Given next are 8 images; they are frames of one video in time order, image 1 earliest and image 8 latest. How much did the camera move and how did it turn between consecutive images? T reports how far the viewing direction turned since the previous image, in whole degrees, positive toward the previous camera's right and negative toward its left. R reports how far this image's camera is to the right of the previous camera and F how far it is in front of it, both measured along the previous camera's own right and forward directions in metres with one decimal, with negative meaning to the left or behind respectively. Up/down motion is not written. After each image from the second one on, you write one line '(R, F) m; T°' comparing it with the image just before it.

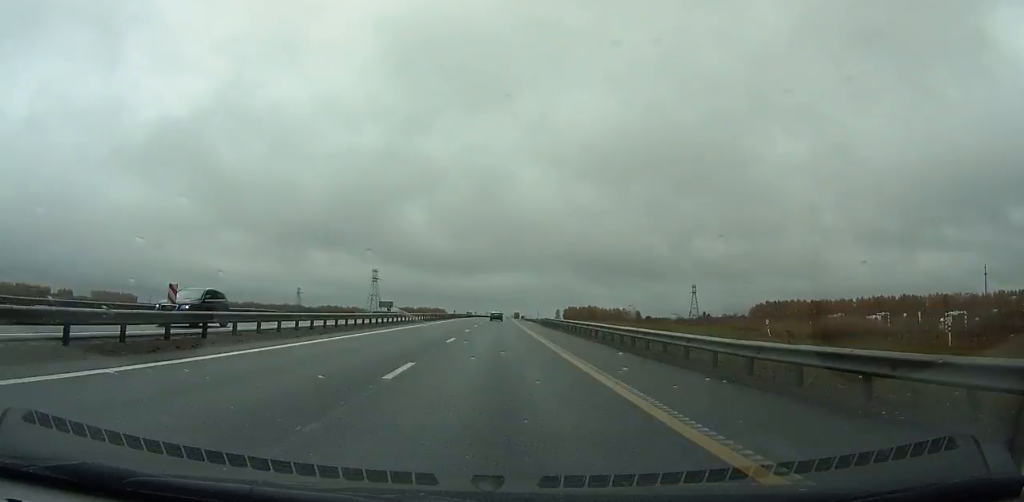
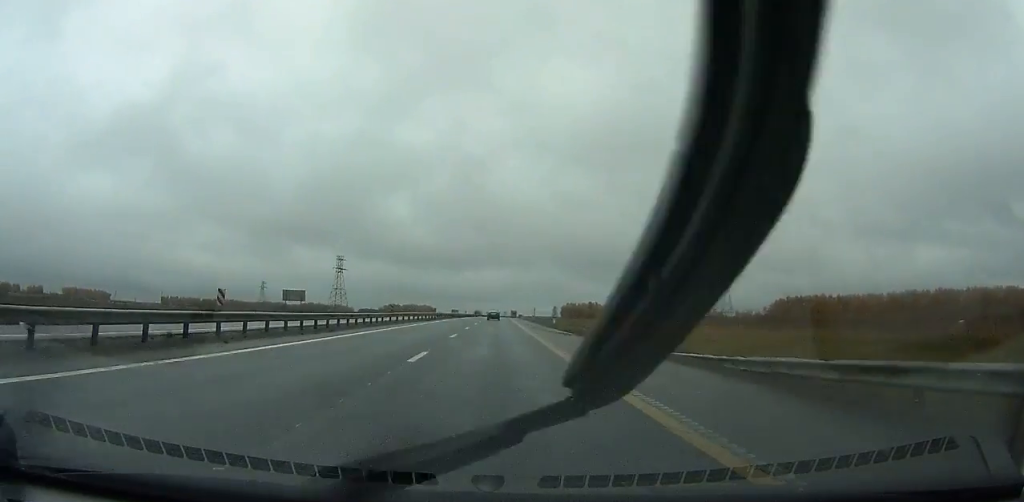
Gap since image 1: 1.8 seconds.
(+0.3, +54.8) m; +1°
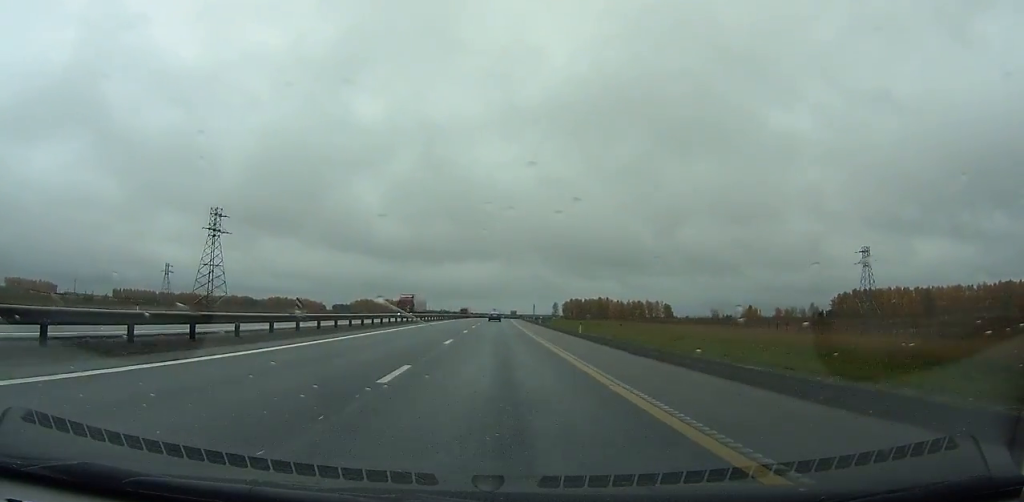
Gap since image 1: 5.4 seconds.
(+1.0, +107.3) m; +1°
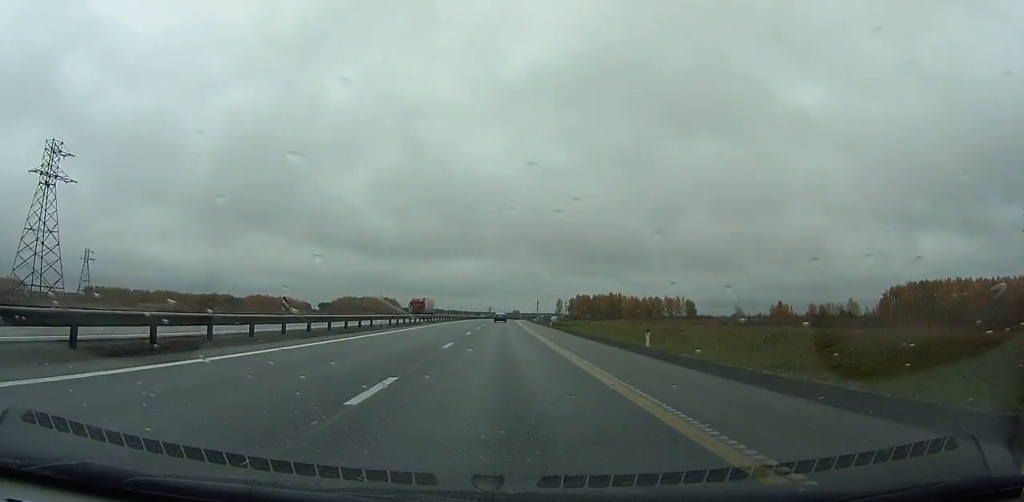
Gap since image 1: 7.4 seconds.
(+0.4, +59.1) m; +1°
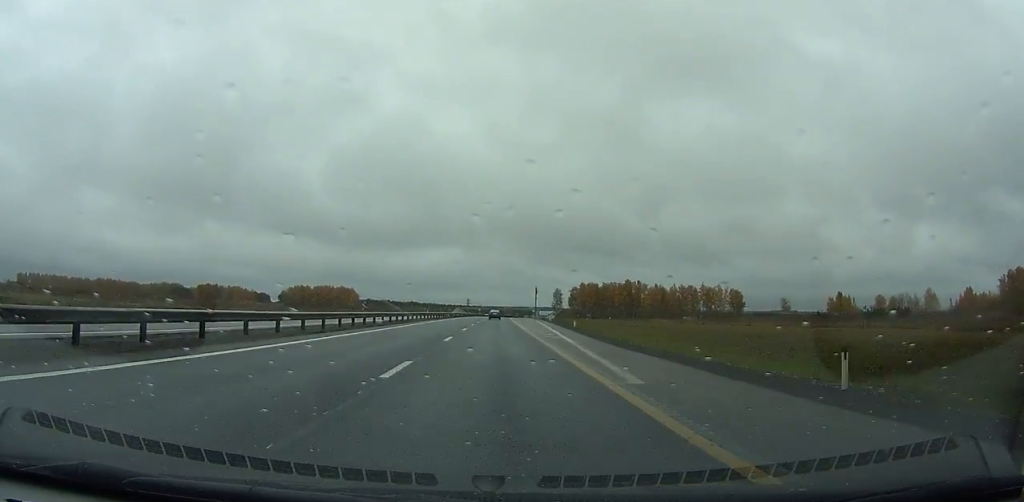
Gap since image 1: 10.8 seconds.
(+1.1, +103.6) m; +1°
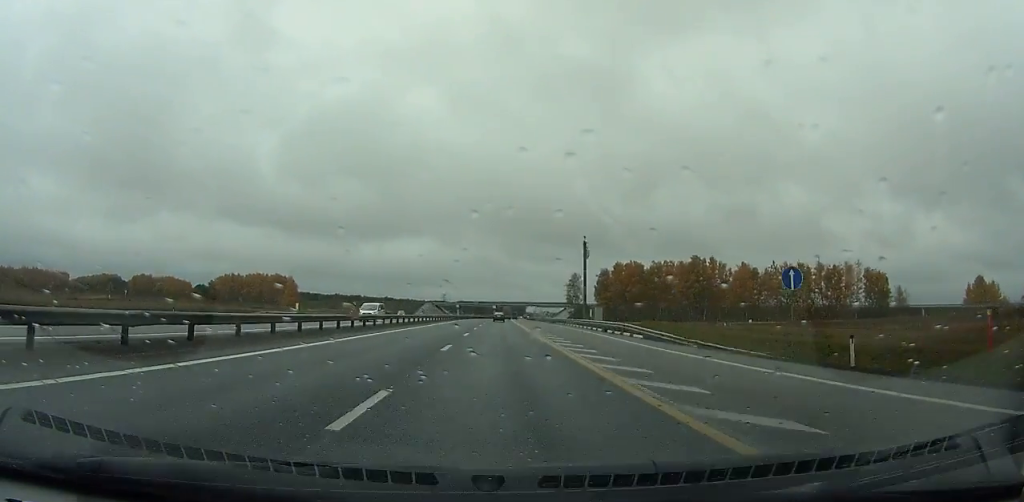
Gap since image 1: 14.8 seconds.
(+1.2, +127.7) m; +1°
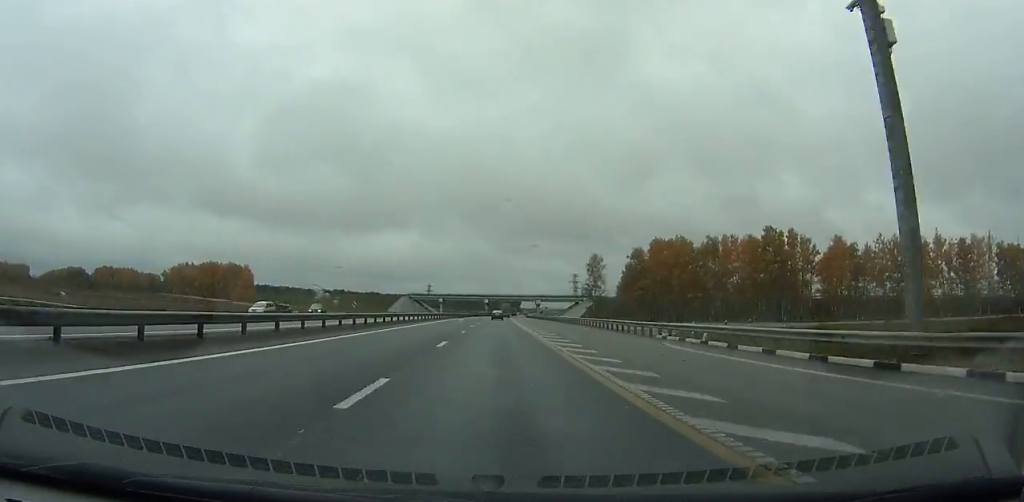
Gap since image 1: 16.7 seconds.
(+0.6, +60.9) m; +1°
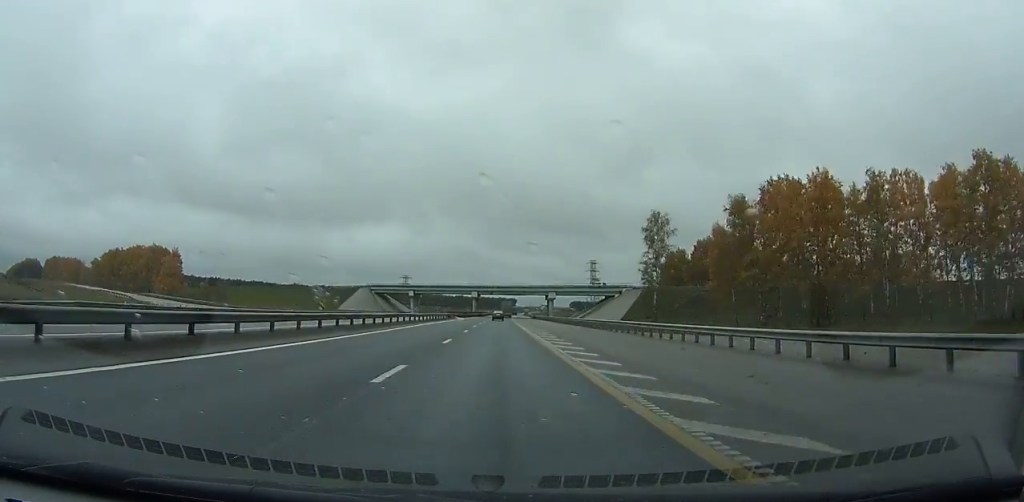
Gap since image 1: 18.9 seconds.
(+0.6, +70.4) m; +1°
